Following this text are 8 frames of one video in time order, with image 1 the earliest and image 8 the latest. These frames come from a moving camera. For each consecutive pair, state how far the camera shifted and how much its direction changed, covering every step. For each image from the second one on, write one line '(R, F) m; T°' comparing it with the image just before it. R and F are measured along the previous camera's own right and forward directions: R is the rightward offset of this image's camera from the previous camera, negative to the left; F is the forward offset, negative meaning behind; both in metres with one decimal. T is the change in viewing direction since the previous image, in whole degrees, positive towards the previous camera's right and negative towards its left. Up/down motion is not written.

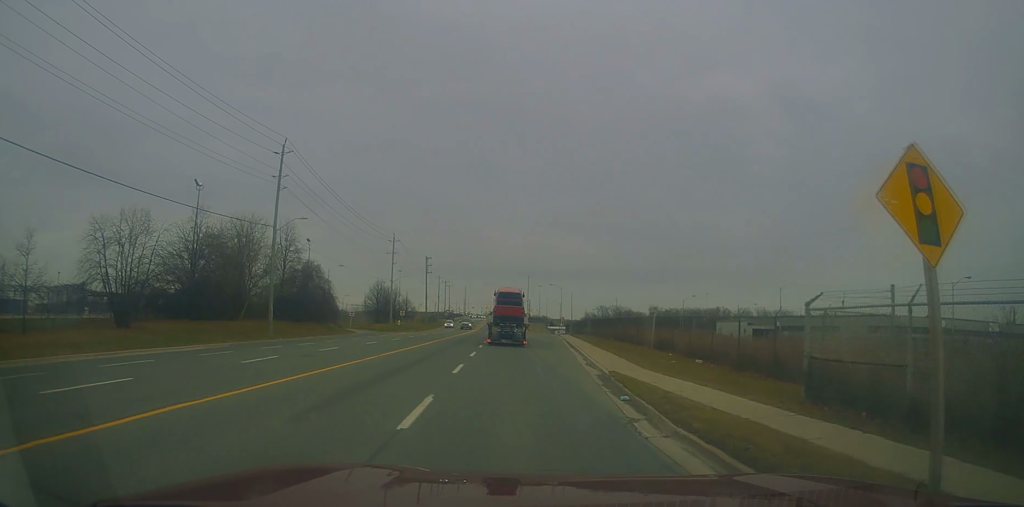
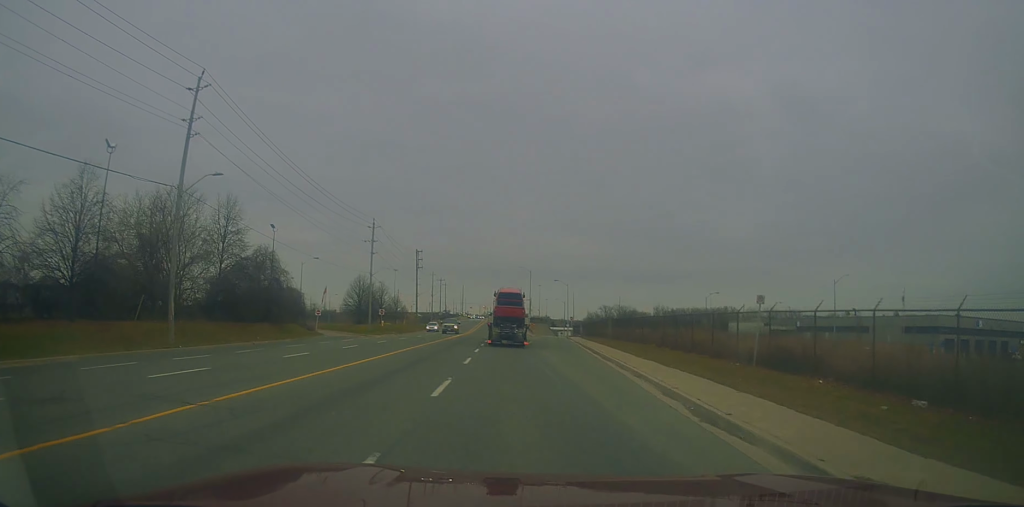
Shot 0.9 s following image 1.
(0.0, +13.9) m; +1°
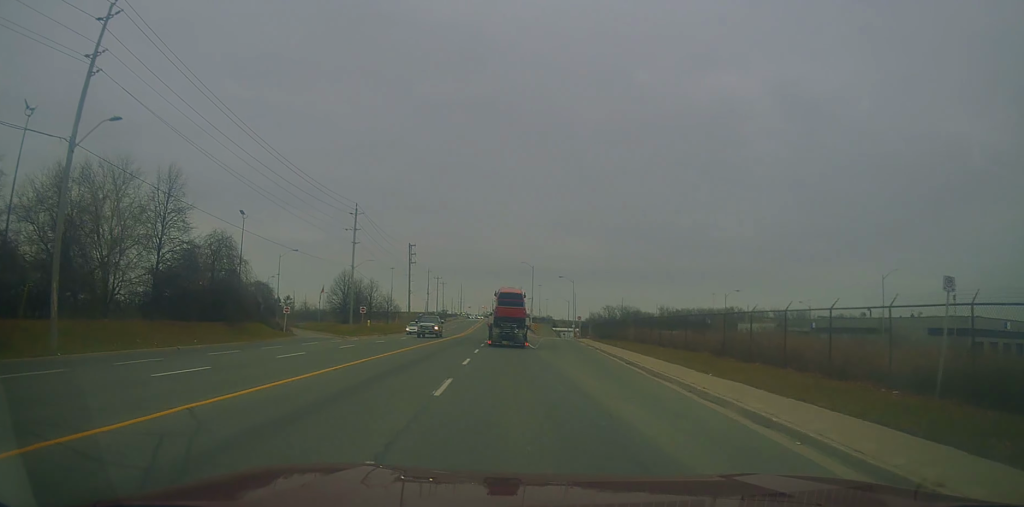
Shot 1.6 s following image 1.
(+0.2, +9.4) m; +1°
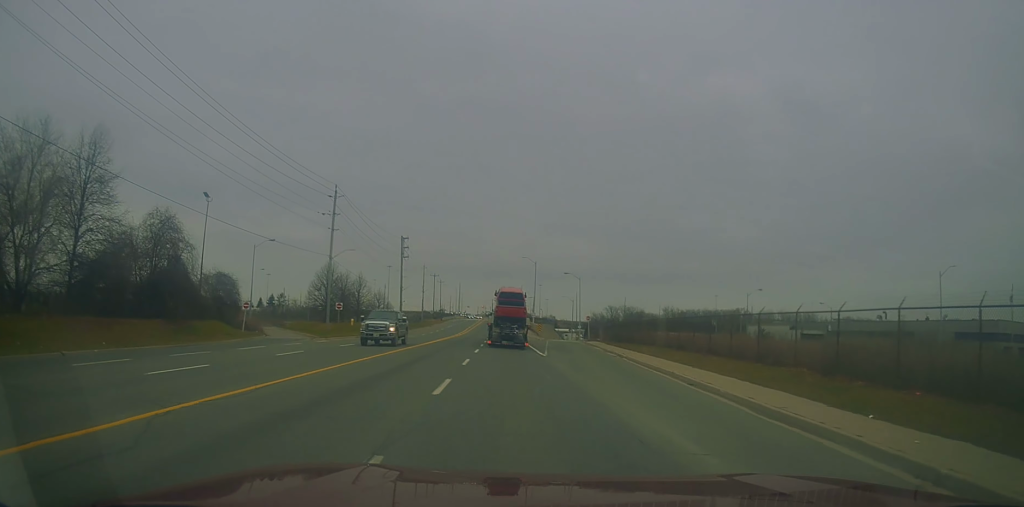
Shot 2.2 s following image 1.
(+0.1, +8.9) m; 0°
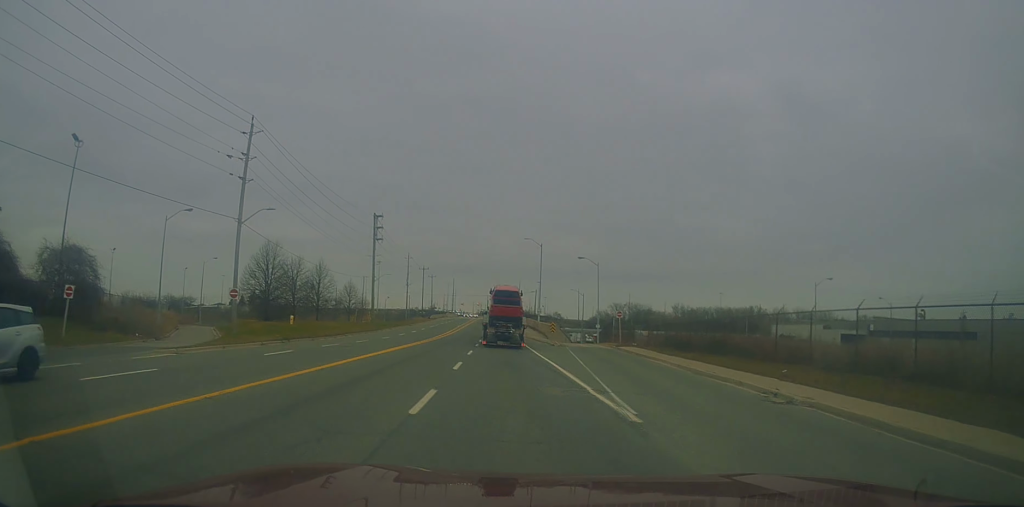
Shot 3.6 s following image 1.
(-0.5, +20.7) m; -1°
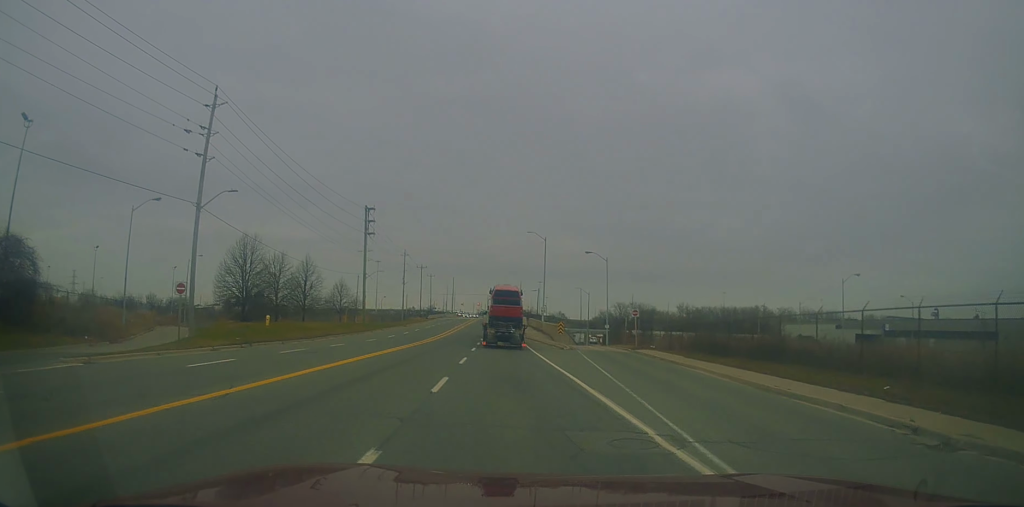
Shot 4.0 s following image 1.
(-0.2, +5.9) m; +1°
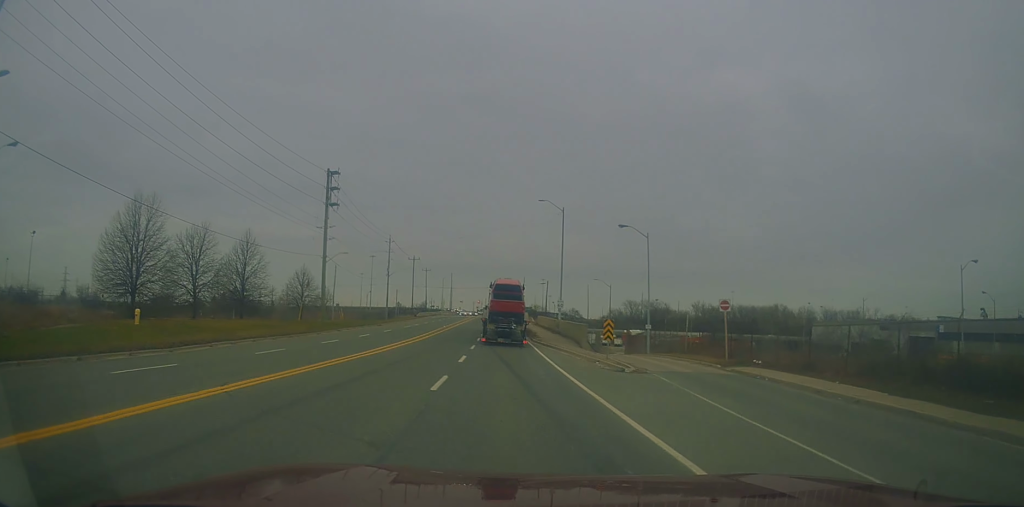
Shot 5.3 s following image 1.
(+0.6, +18.9) m; 0°
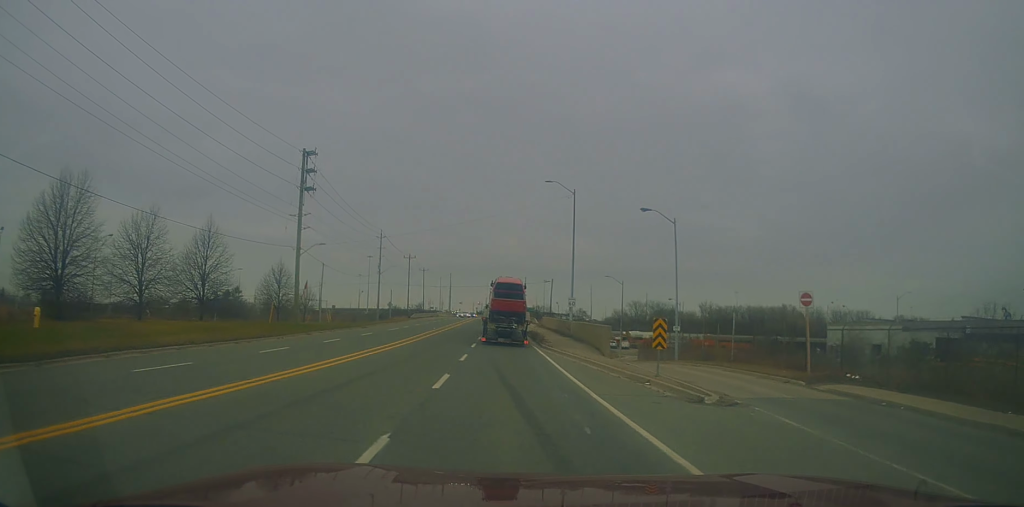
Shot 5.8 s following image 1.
(-0.5, +8.1) m; -1°
